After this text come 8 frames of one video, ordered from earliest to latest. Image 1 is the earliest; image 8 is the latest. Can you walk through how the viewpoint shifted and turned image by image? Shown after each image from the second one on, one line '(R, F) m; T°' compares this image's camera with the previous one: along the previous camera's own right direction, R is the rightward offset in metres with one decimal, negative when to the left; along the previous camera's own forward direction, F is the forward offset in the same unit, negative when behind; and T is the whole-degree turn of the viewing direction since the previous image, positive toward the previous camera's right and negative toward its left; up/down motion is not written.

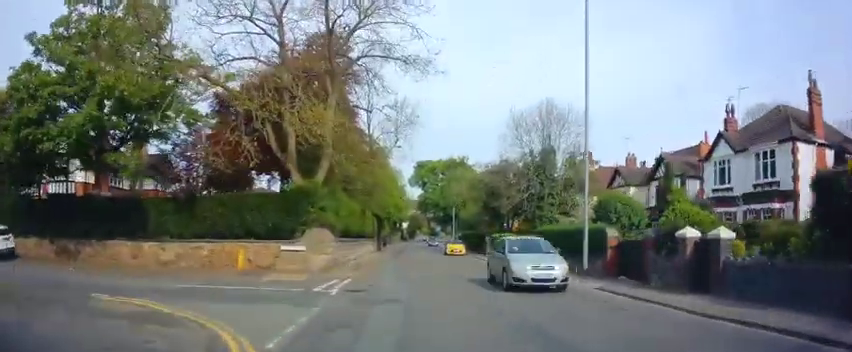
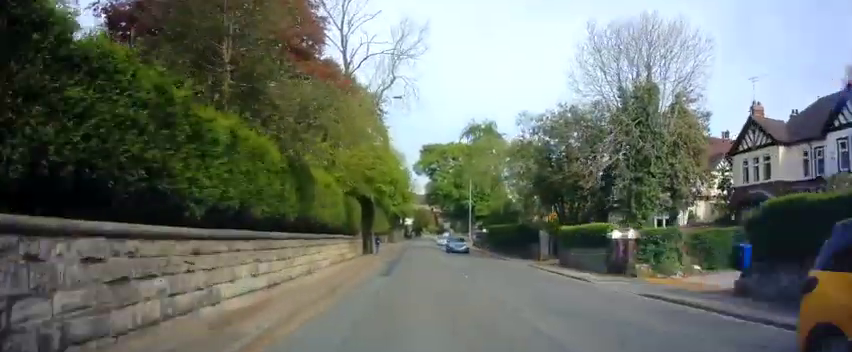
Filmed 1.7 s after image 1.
(+0.1, +19.0) m; -1°
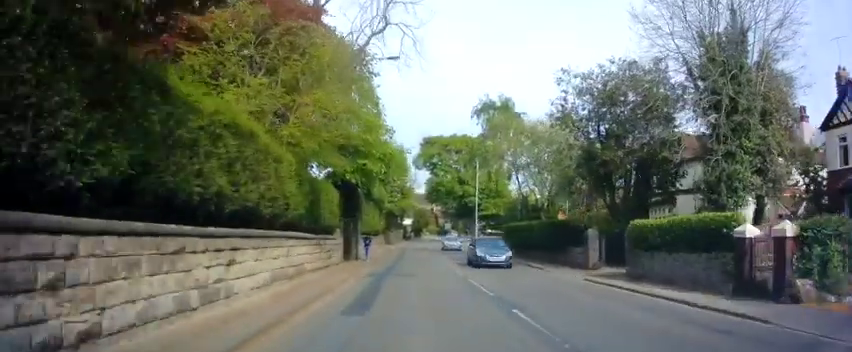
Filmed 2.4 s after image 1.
(-0.2, +8.2) m; -1°
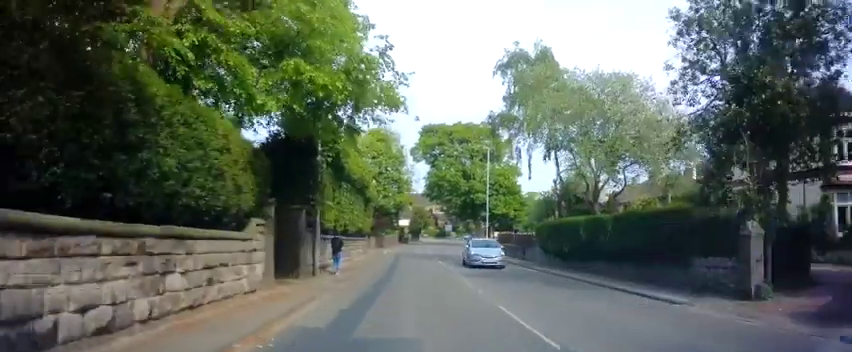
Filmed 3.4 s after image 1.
(+0.1, +11.1) m; +3°
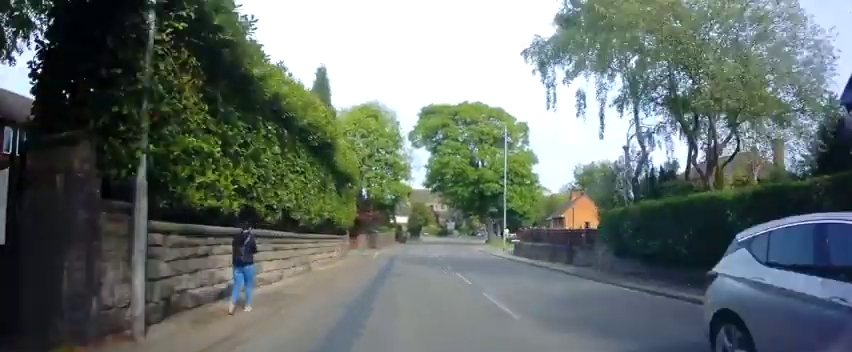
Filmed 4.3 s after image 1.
(+0.5, +10.8) m; 0°
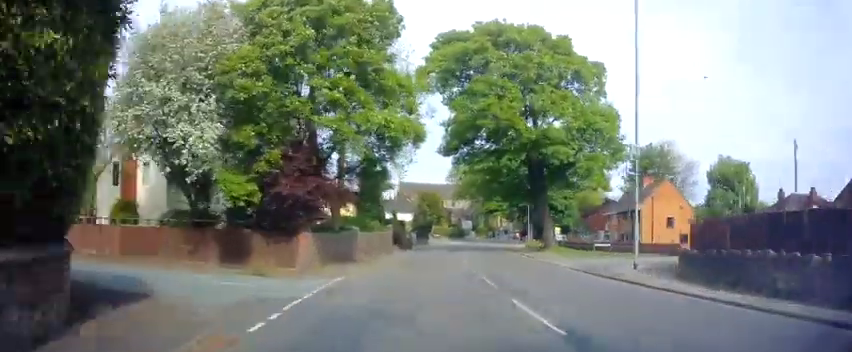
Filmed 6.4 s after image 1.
(-0.5, +26.3) m; -1°
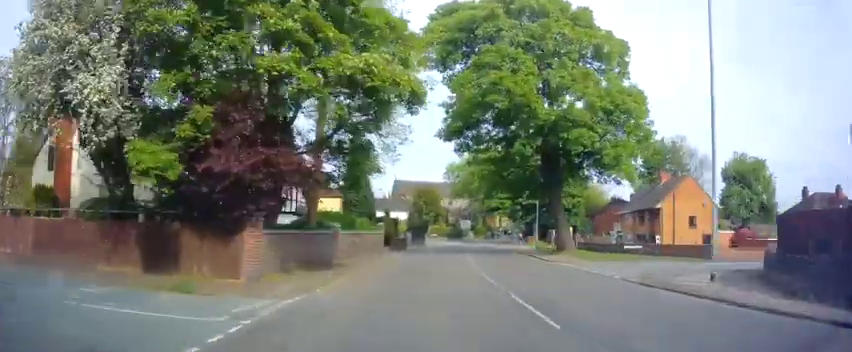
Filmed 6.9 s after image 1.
(-0.1, +5.8) m; +1°
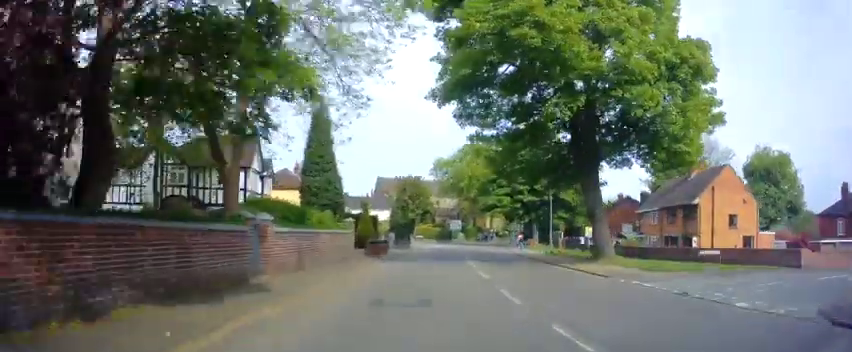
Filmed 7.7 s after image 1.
(0.0, +9.7) m; +2°
